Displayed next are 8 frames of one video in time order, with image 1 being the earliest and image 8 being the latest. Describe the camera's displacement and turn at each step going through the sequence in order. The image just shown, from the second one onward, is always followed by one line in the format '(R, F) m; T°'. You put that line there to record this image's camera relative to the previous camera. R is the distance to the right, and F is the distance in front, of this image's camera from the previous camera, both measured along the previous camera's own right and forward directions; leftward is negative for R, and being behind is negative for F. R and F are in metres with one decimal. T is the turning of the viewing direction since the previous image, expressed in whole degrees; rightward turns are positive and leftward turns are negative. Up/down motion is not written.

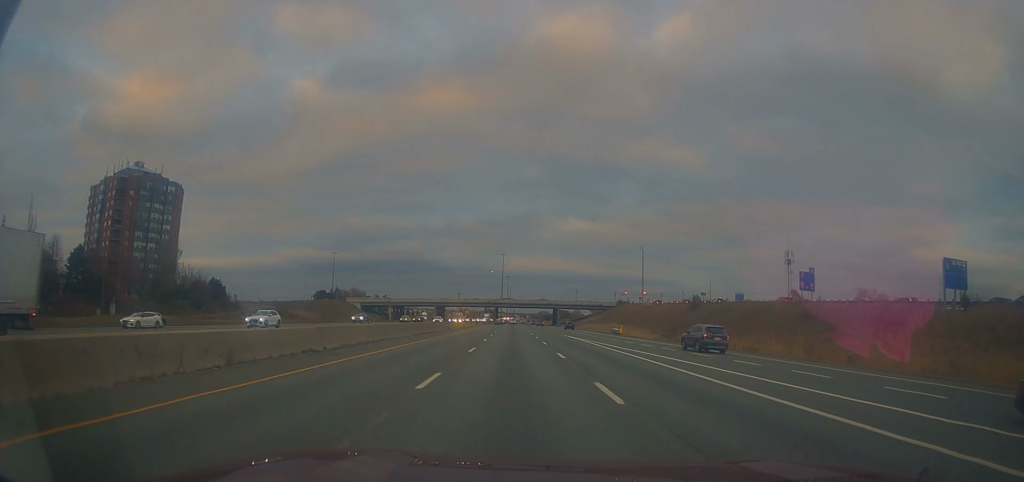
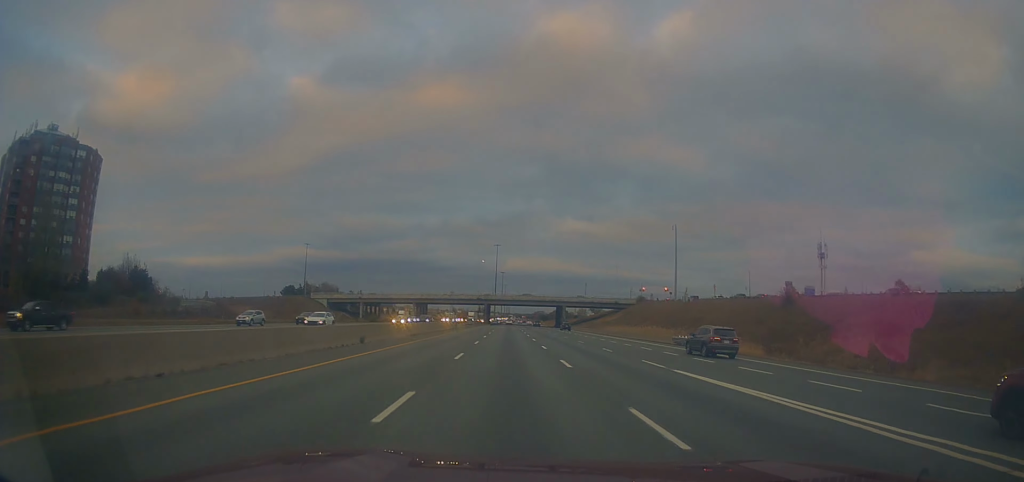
(-0.2, +39.6) m; 0°
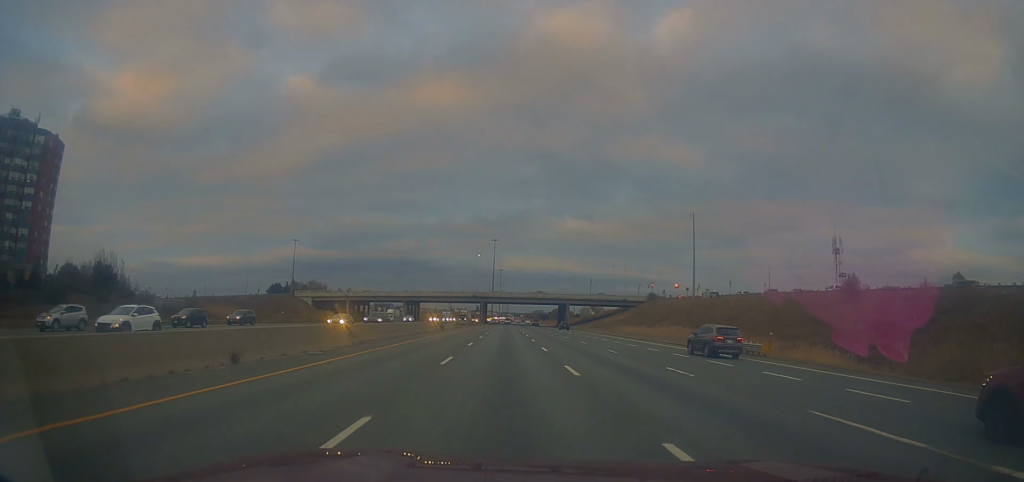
(+0.2, +14.8) m; 0°
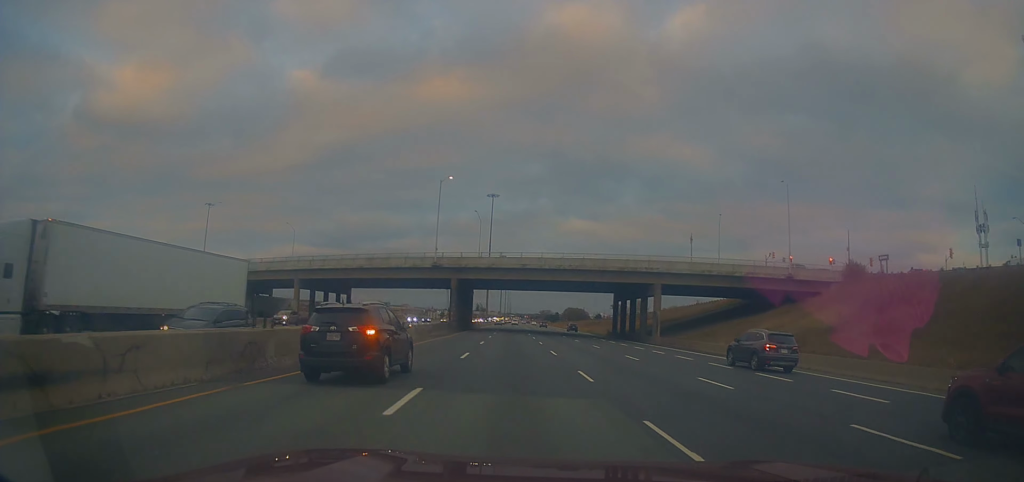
(-1.3, +91.9) m; -1°
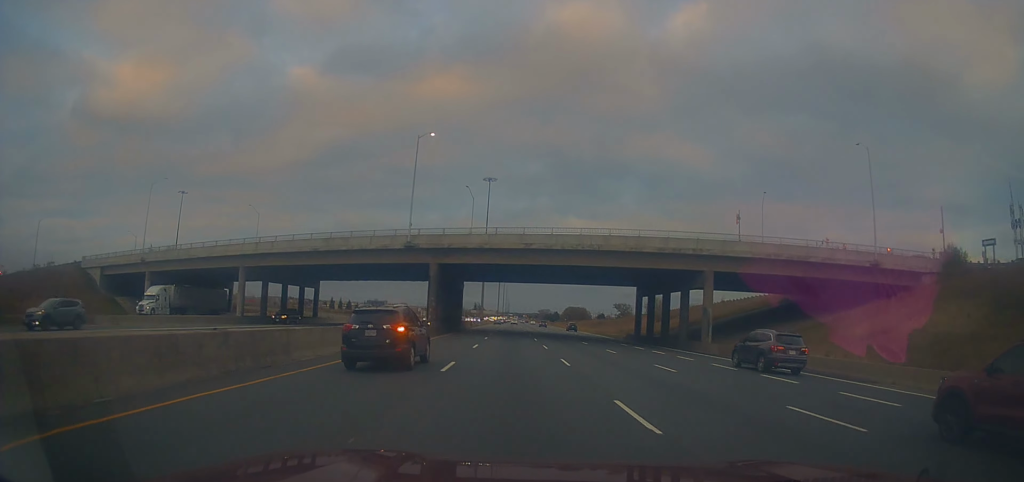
(0.0, +17.8) m; 0°
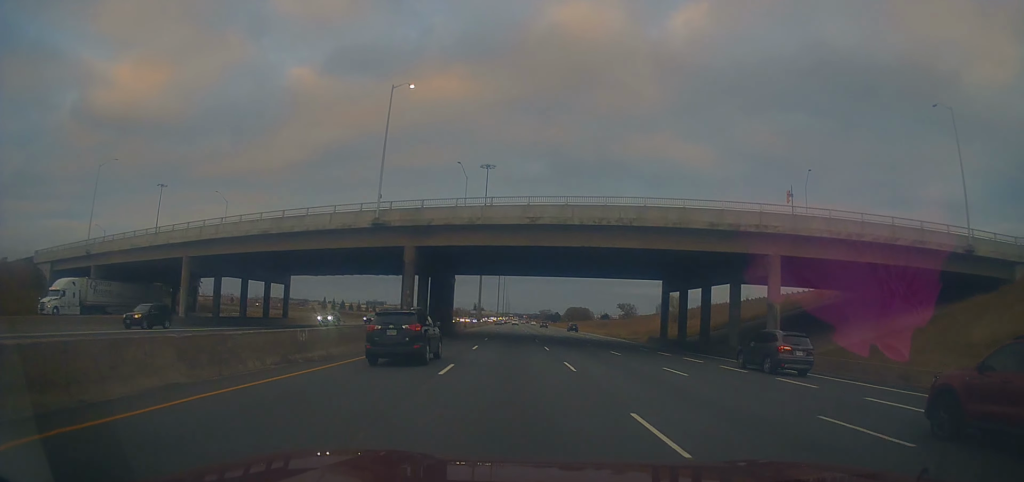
(-0.2, +12.8) m; 0°
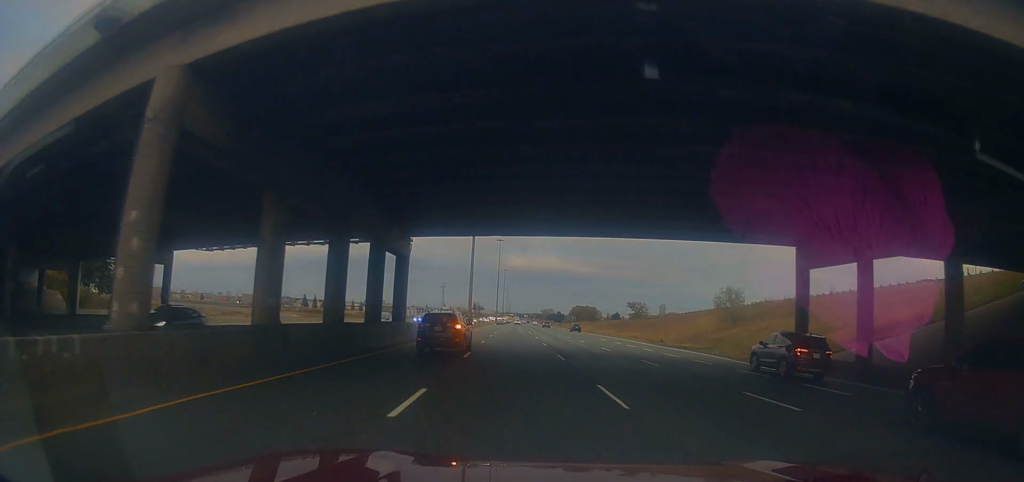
(+0.2, +30.7) m; +1°
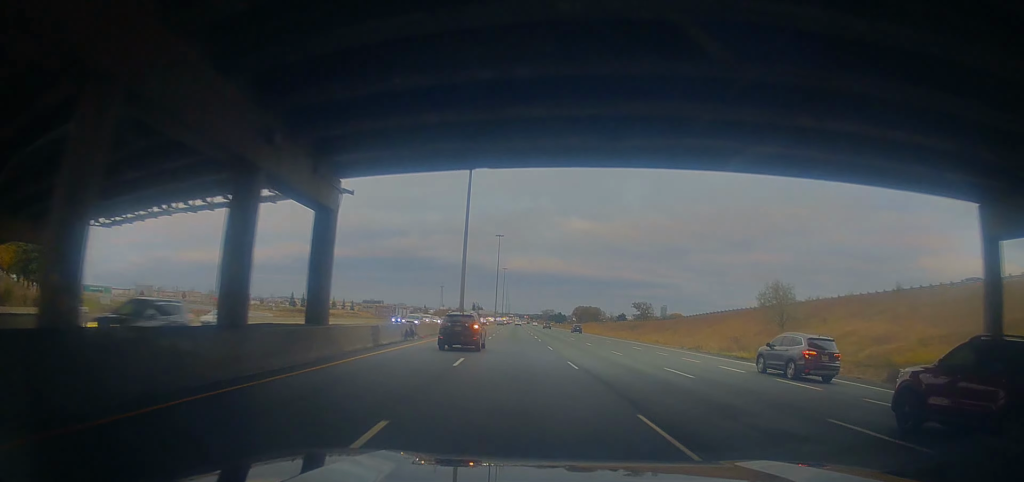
(+0.1, +15.8) m; 0°
